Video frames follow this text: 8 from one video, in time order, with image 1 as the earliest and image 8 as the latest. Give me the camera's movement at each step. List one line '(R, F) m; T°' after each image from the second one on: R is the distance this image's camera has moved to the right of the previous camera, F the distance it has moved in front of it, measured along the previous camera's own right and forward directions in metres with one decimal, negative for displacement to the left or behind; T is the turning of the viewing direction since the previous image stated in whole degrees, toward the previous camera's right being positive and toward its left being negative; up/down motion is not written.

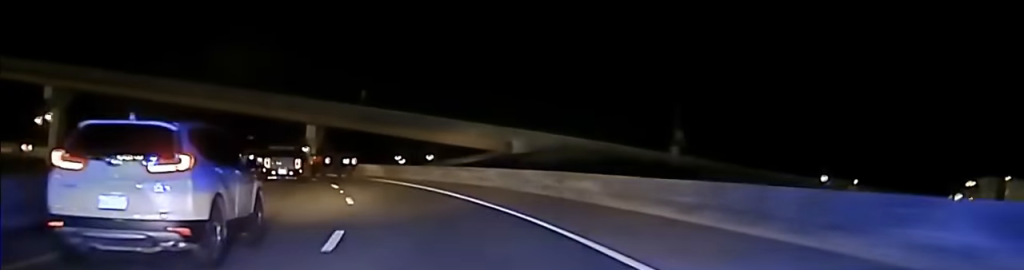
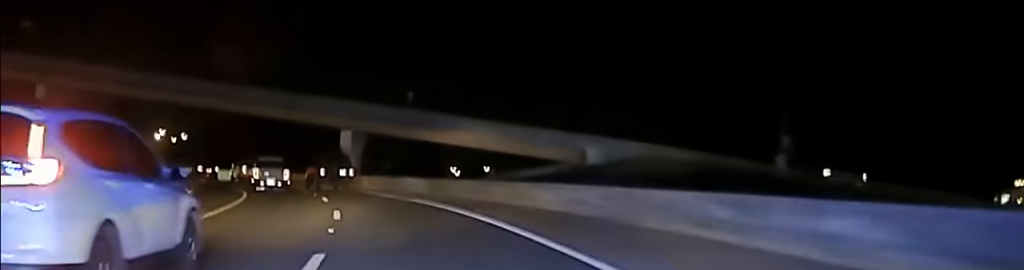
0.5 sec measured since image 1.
(-0.1, +14.7) m; -5°
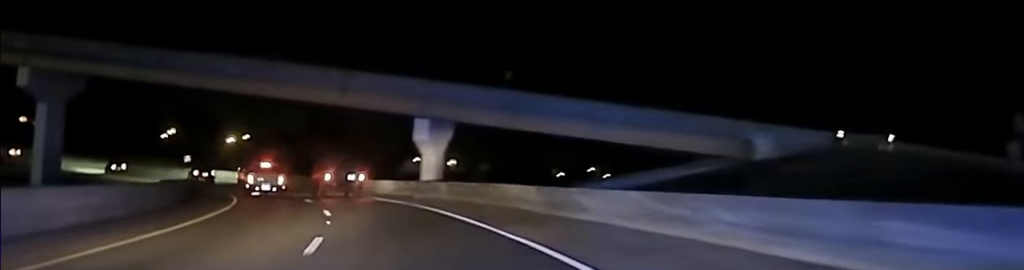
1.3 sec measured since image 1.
(-1.6, +20.9) m; -9°
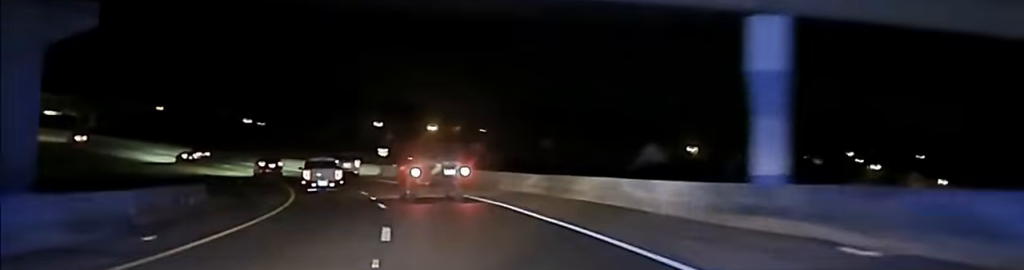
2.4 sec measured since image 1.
(-3.8, +35.1) m; -13°
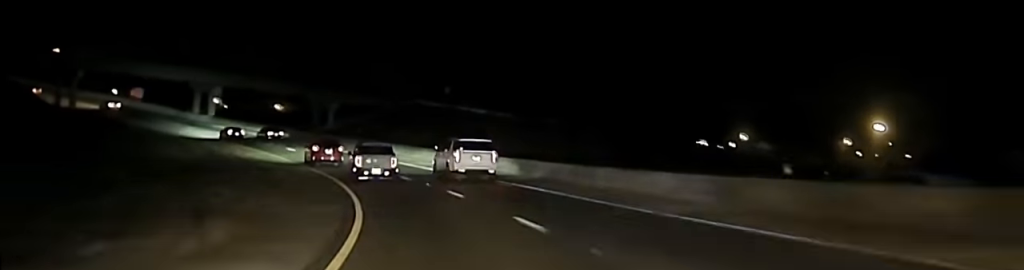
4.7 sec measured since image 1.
(-14.2, +72.3) m; -22°
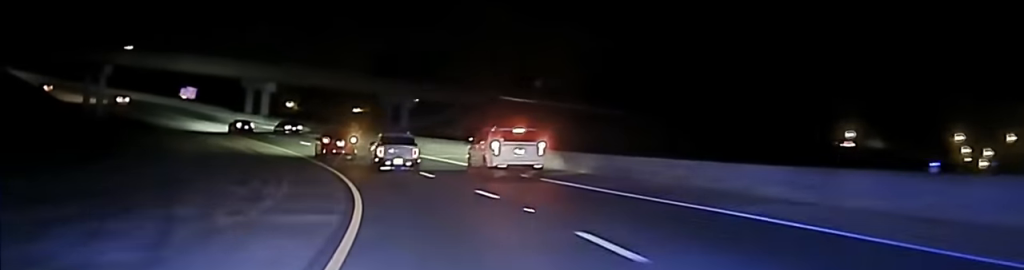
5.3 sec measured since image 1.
(-0.7, +16.8) m; -5°
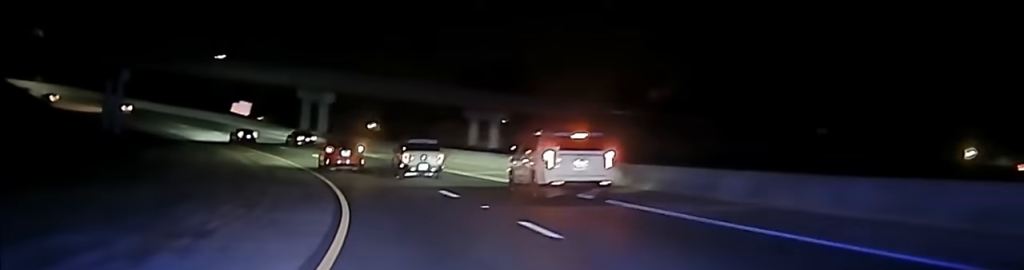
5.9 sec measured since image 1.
(-1.2, +19.7) m; -6°
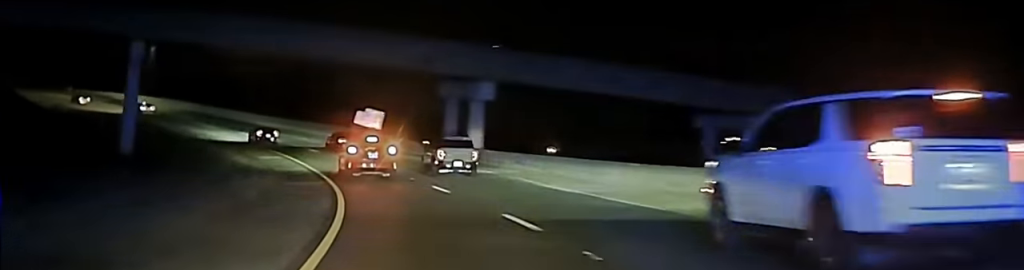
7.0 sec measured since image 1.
(-3.1, +34.2) m; -11°
